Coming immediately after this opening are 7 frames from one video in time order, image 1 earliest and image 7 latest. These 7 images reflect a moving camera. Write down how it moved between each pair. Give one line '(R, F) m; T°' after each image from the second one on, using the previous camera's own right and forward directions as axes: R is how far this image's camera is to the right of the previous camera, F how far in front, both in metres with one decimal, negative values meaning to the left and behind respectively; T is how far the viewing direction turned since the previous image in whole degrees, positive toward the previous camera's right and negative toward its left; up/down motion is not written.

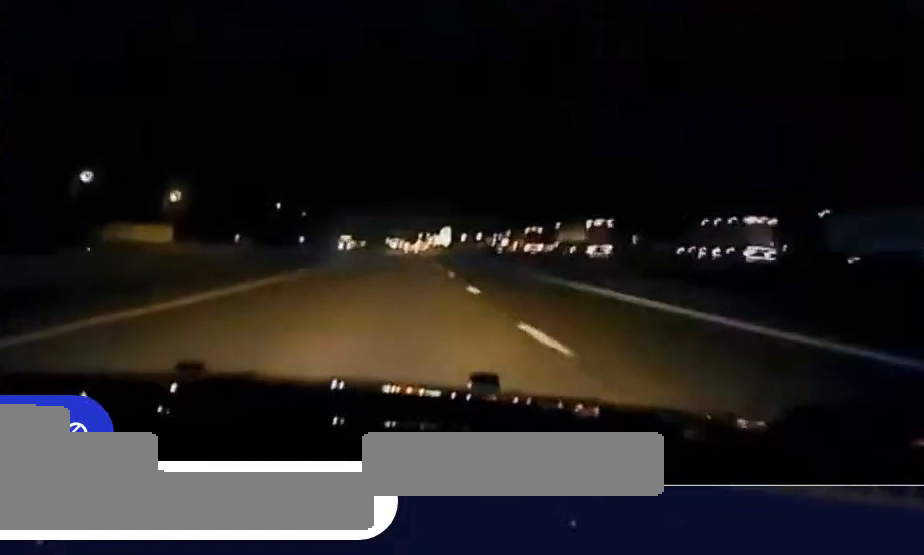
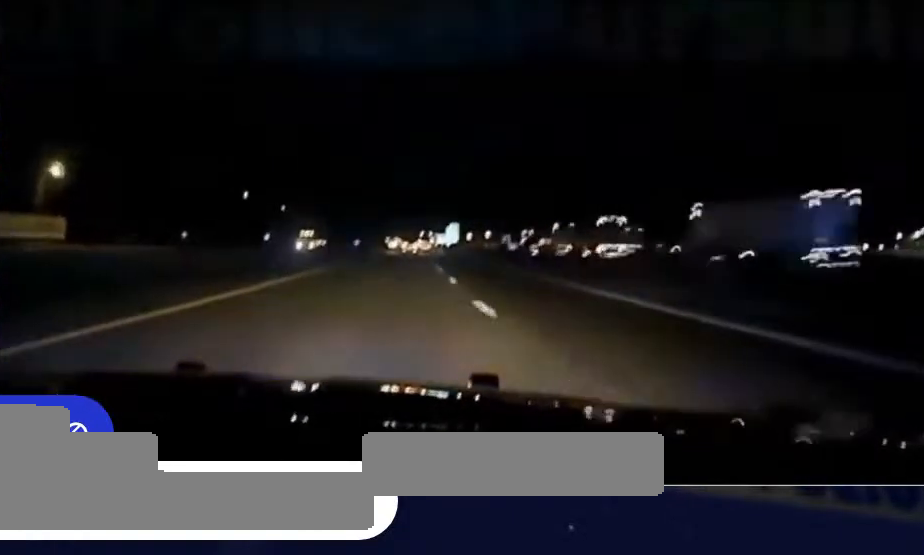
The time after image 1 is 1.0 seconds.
(0.0, +58.8) m; 0°
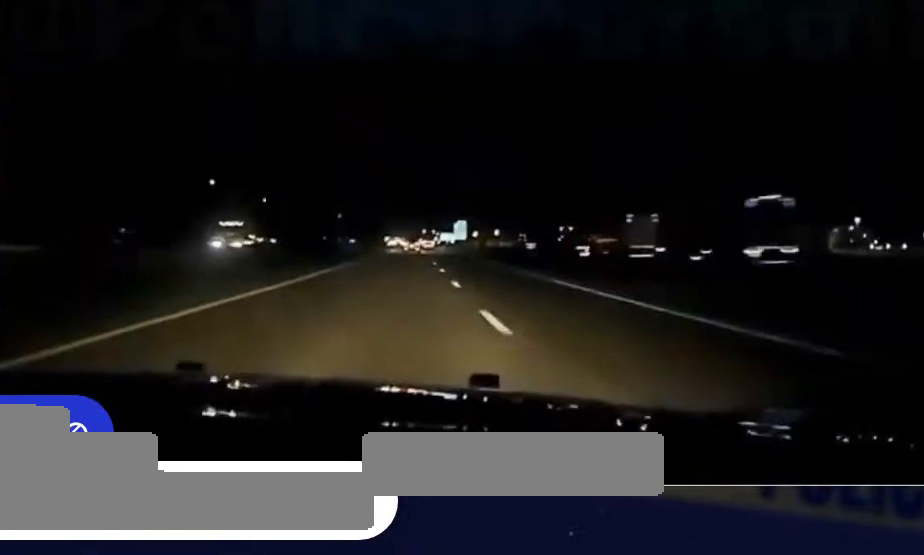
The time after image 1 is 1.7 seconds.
(-0.3, +39.5) m; 0°
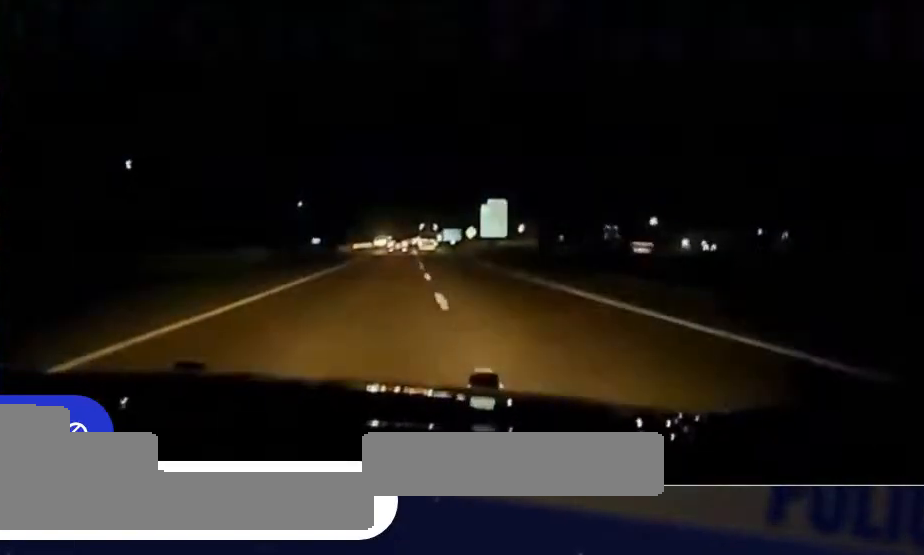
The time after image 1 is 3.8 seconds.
(+0.6, +106.1) m; 0°
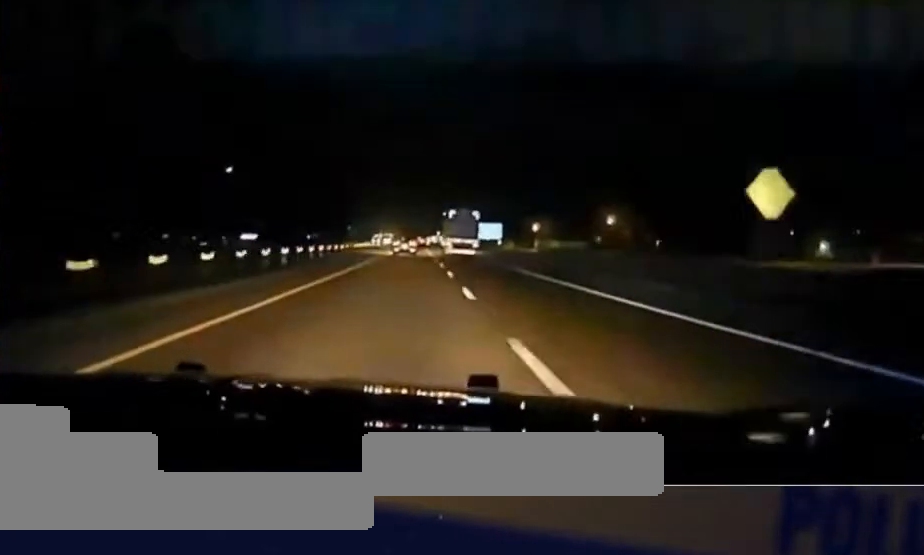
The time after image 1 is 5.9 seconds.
(-0.7, +109.7) m; -1°
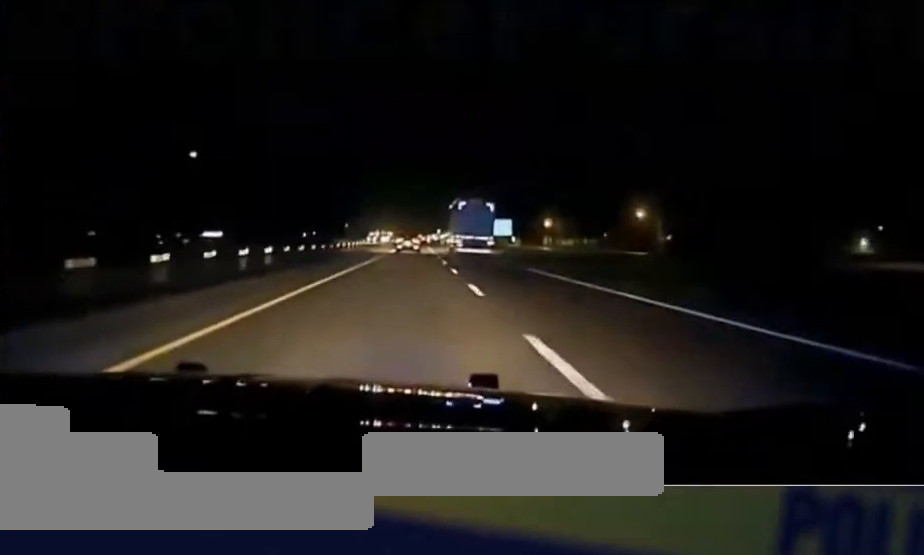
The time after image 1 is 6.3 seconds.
(0.0, +27.1) m; 0°
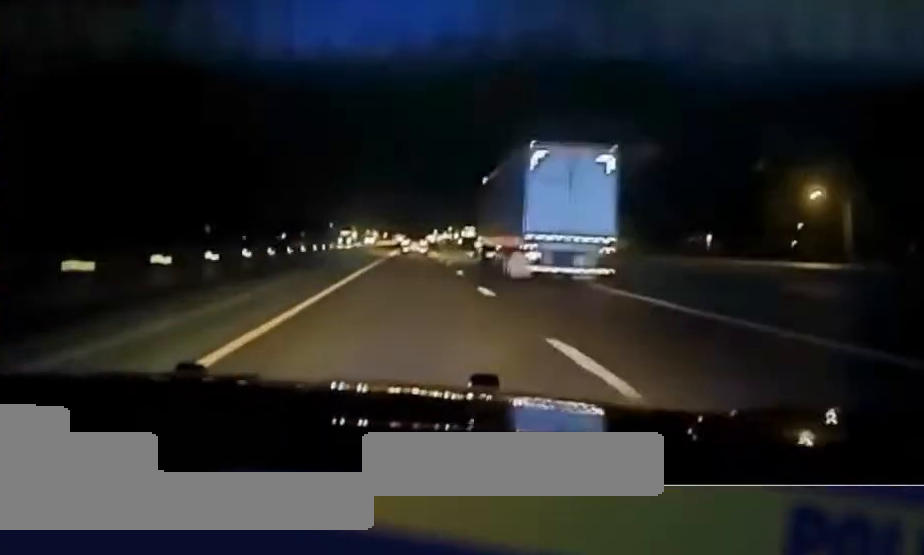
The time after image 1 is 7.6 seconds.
(0.0, +81.5) m; +1°
